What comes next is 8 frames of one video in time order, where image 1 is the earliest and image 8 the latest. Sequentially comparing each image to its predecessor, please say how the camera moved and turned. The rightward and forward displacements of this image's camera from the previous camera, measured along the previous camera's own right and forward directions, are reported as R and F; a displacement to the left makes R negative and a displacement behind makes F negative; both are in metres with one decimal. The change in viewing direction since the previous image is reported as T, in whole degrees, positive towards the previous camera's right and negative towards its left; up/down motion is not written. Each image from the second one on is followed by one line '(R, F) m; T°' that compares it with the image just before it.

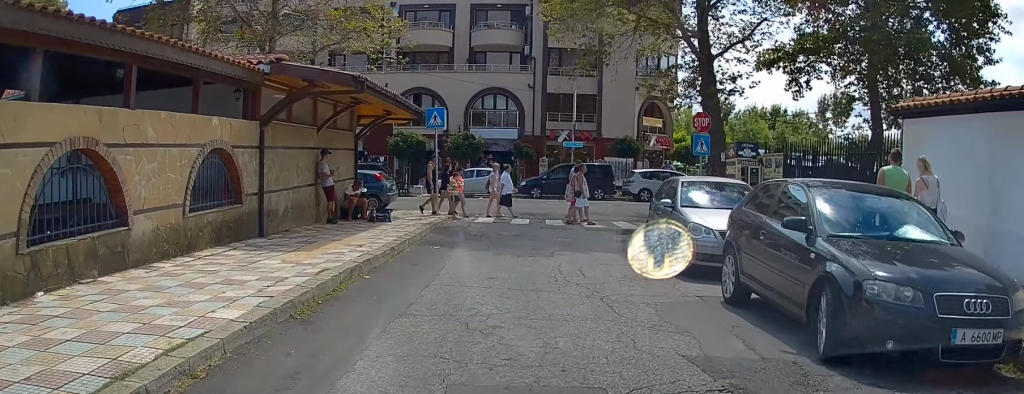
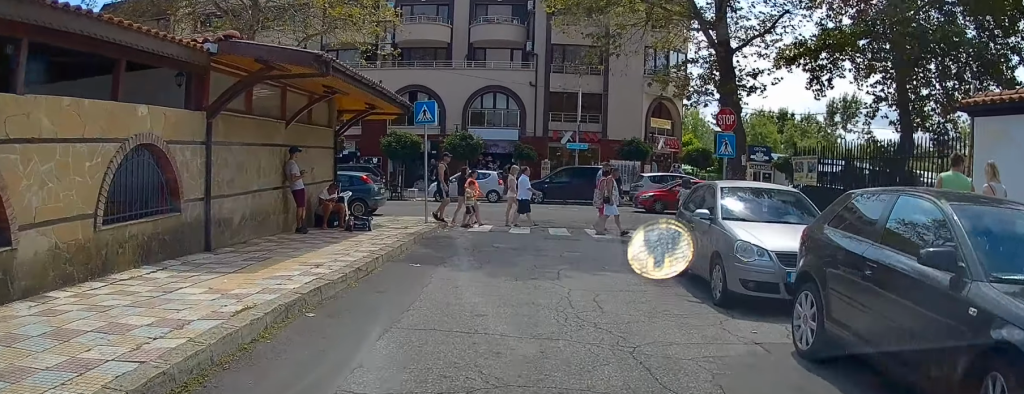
(0.0, +2.3) m; +1°
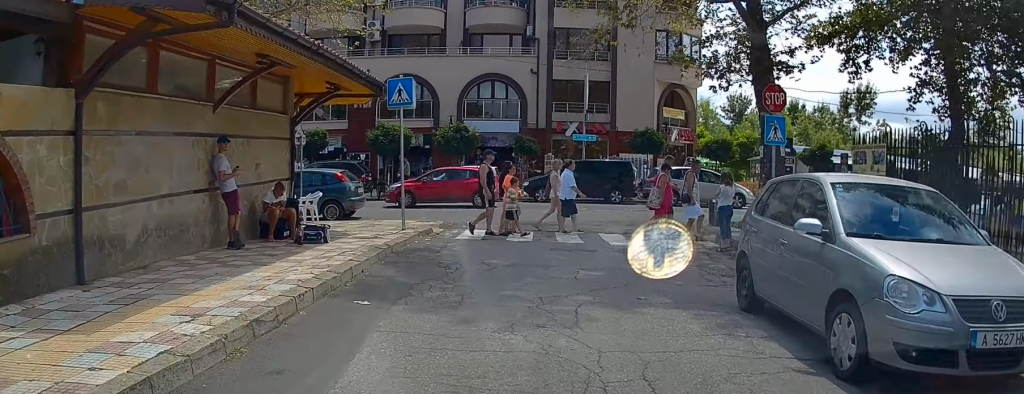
(+0.1, +3.6) m; +1°
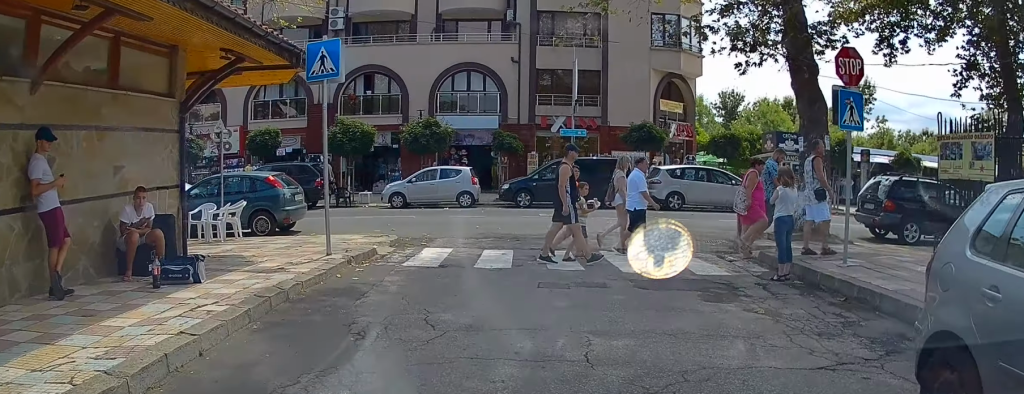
(-0.1, +4.1) m; +1°
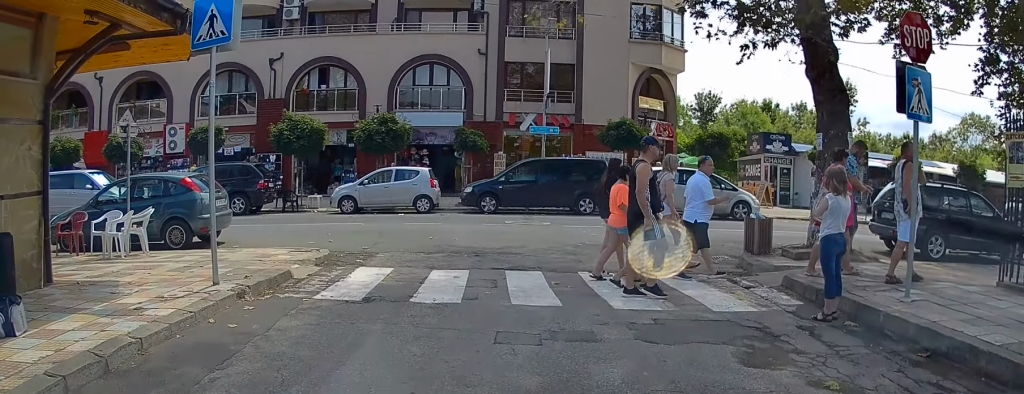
(+0.1, +2.6) m; +1°
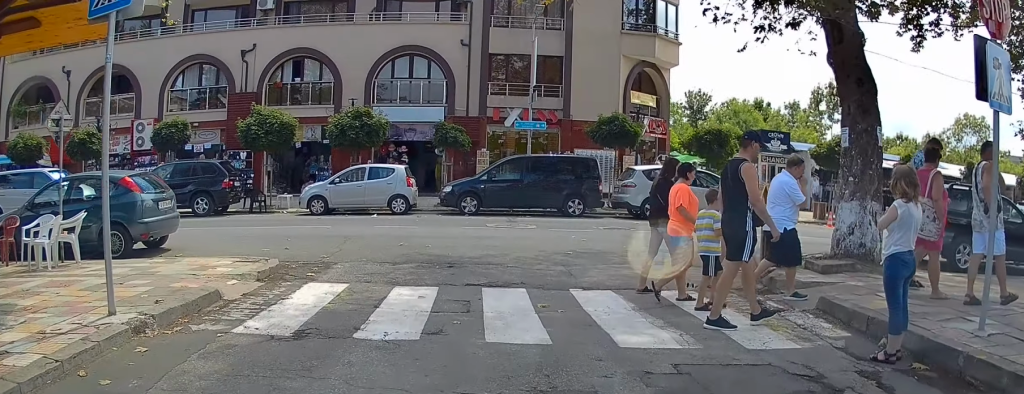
(-0.1, +1.7) m; 0°
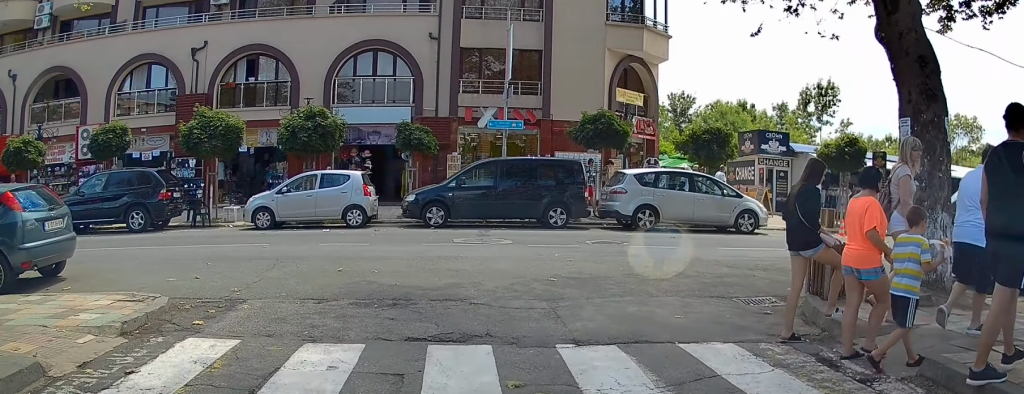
(+0.2, +2.9) m; +3°
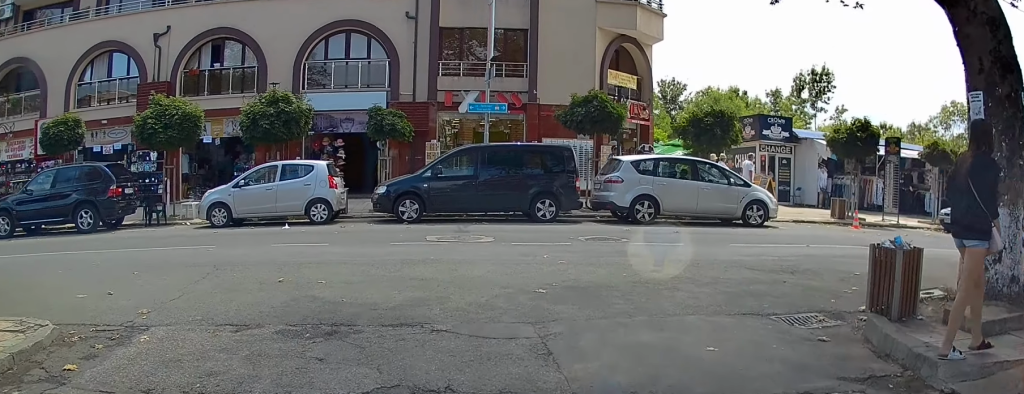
(0.0, +1.9) m; -2°
